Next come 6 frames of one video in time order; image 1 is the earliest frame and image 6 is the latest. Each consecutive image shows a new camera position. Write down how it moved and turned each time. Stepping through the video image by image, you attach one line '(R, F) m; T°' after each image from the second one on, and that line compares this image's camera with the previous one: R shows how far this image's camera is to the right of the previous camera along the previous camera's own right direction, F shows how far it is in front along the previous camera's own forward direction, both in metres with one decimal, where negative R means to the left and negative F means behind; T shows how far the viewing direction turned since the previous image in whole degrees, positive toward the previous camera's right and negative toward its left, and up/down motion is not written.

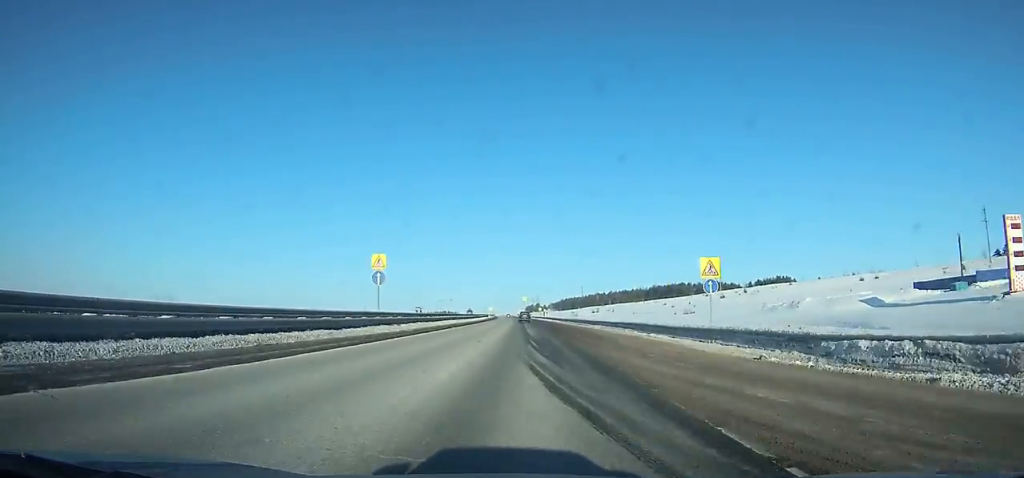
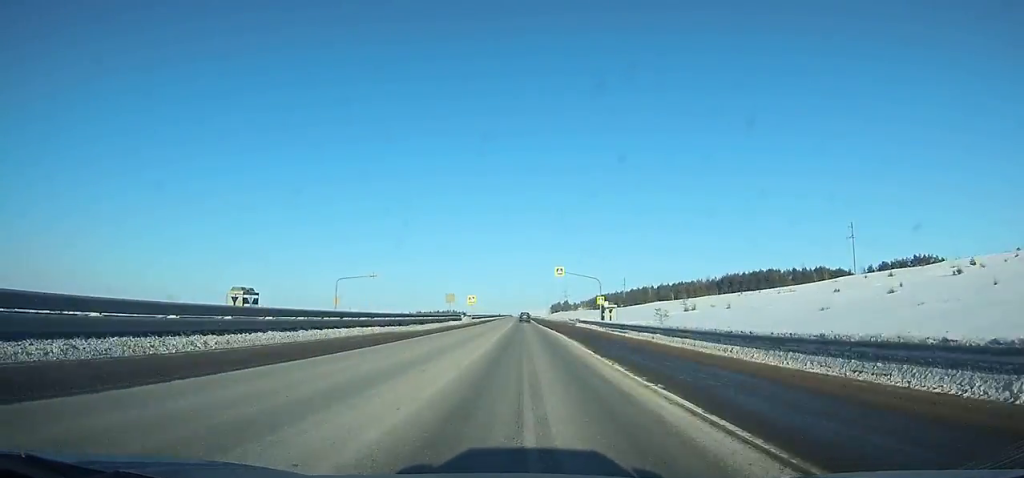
(-2.5, +134.7) m; -2°
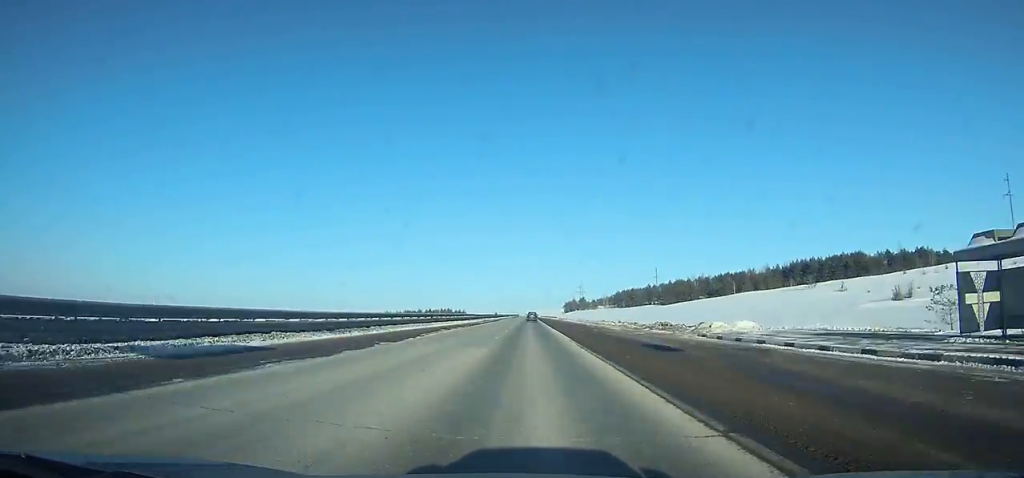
(-1.0, +84.7) m; -1°
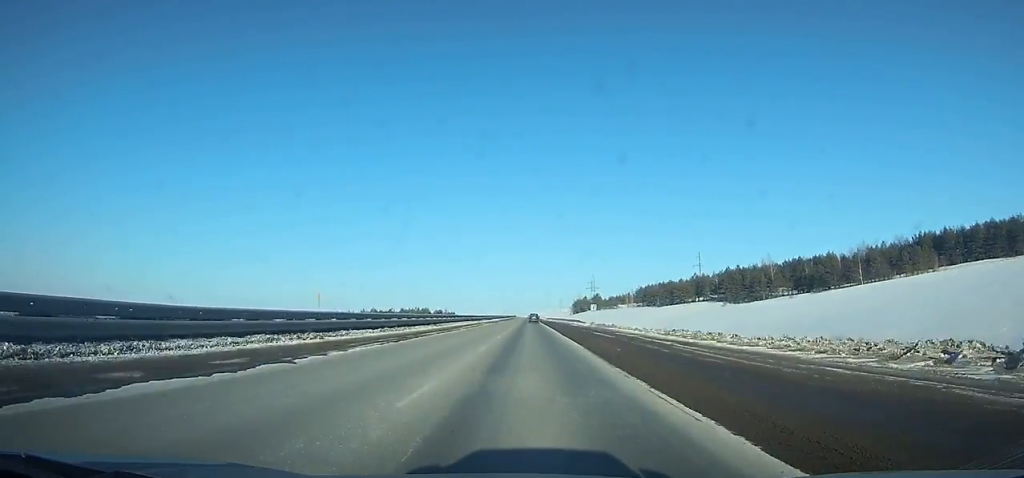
(-0.1, +93.1) m; 0°
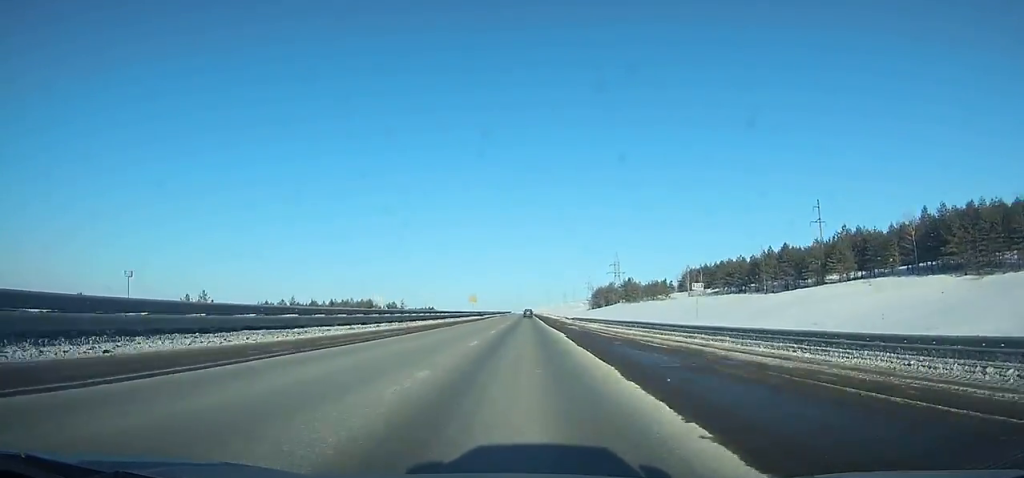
(+0.3, +117.0) m; 0°
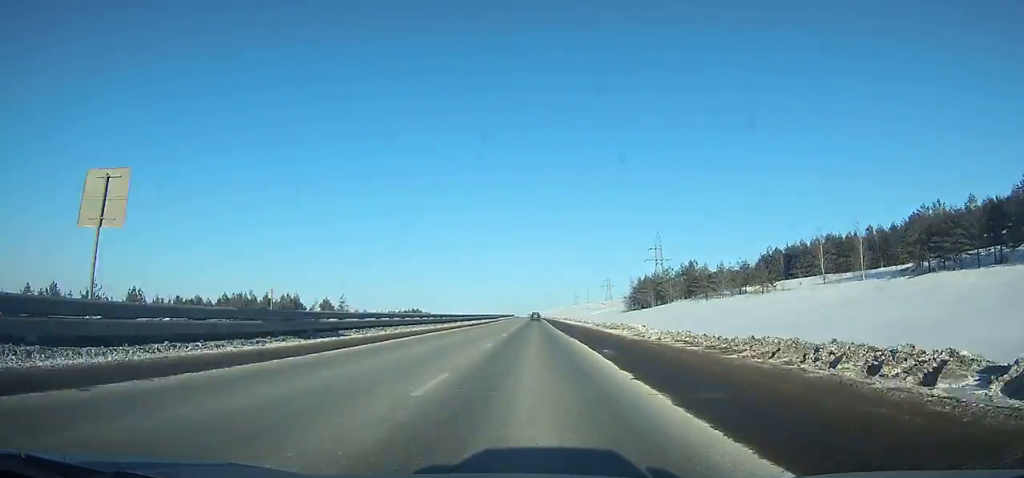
(-0.3, +83.1) m; 0°
